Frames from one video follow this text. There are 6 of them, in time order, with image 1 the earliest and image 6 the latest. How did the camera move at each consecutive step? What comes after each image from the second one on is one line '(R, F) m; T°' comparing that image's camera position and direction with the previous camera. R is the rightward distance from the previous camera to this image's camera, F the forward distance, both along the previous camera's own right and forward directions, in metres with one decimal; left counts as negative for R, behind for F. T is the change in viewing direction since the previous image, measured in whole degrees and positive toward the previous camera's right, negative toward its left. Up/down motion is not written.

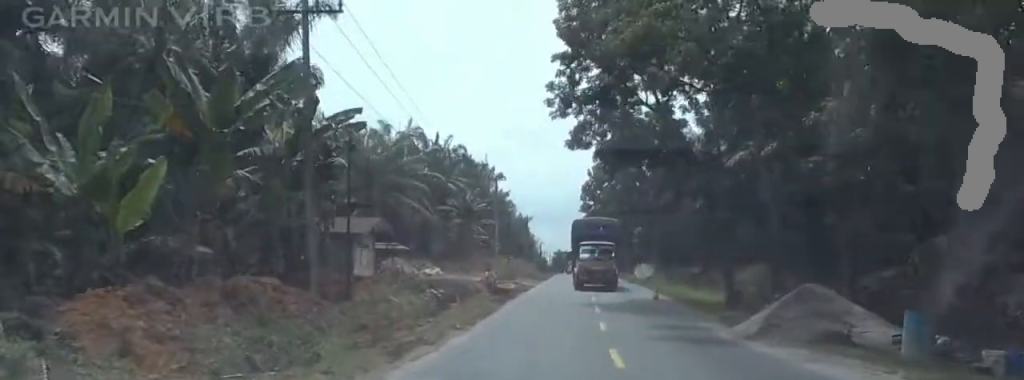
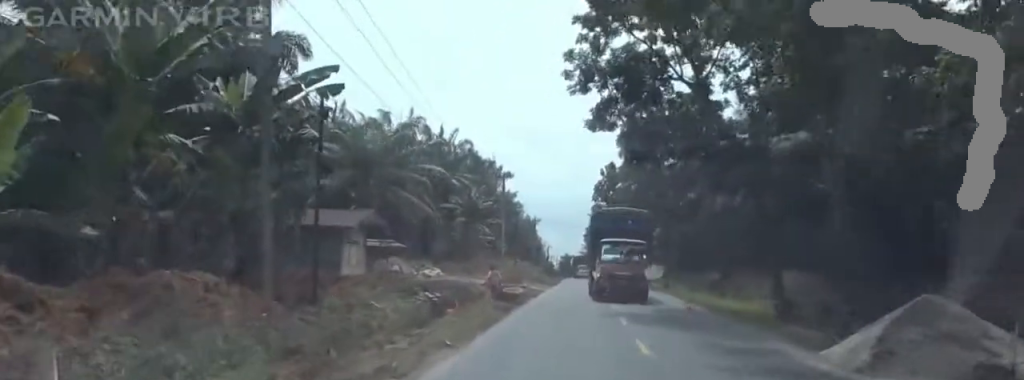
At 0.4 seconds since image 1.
(0.0, +6.2) m; 0°
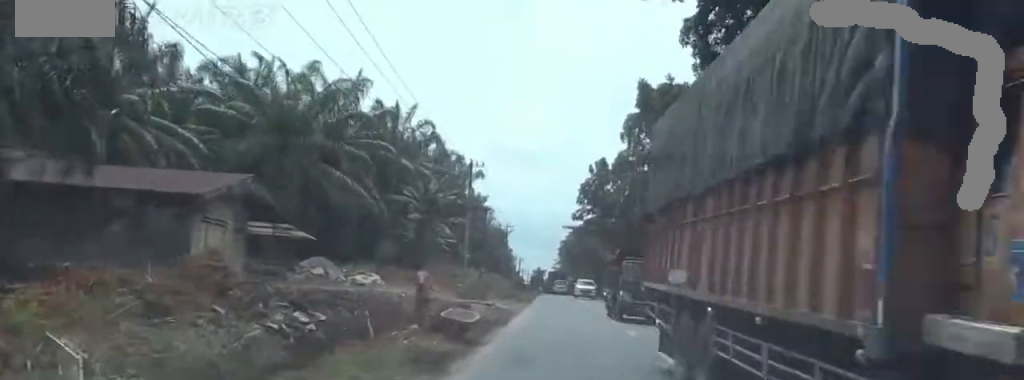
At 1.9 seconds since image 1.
(0.0, +19.2) m; 0°
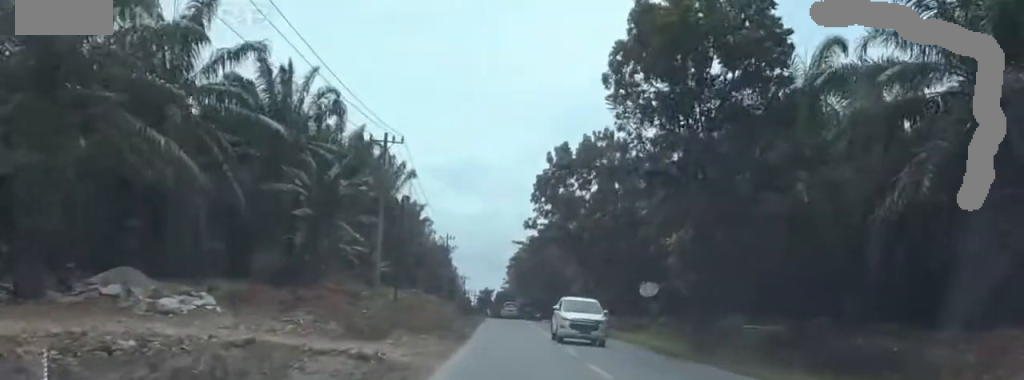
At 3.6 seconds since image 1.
(+0.1, +21.6) m; +2°
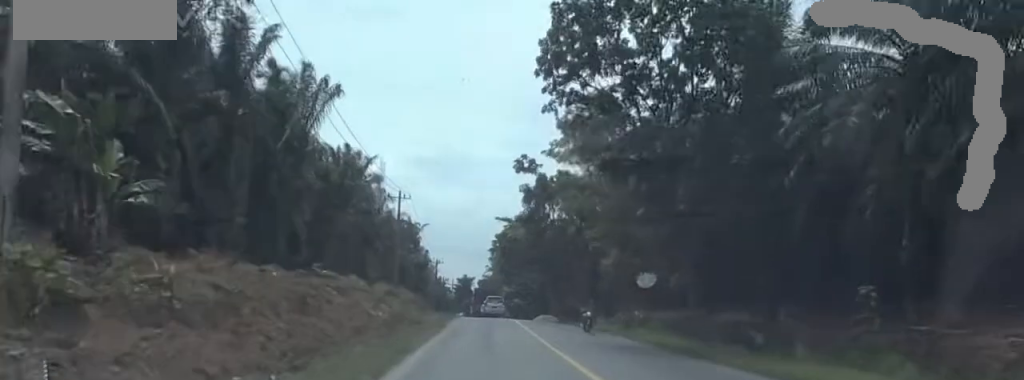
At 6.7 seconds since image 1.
(+2.0, +34.9) m; 0°
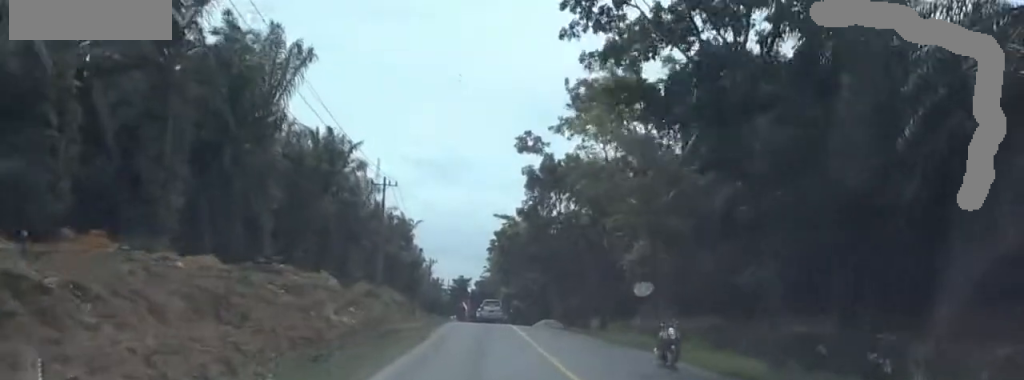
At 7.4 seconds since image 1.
(+0.2, +8.6) m; -4°
